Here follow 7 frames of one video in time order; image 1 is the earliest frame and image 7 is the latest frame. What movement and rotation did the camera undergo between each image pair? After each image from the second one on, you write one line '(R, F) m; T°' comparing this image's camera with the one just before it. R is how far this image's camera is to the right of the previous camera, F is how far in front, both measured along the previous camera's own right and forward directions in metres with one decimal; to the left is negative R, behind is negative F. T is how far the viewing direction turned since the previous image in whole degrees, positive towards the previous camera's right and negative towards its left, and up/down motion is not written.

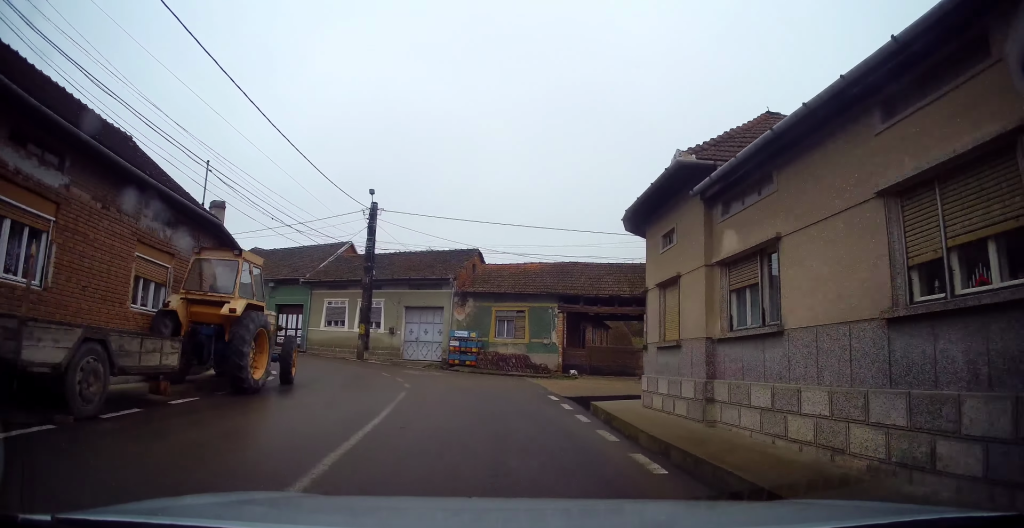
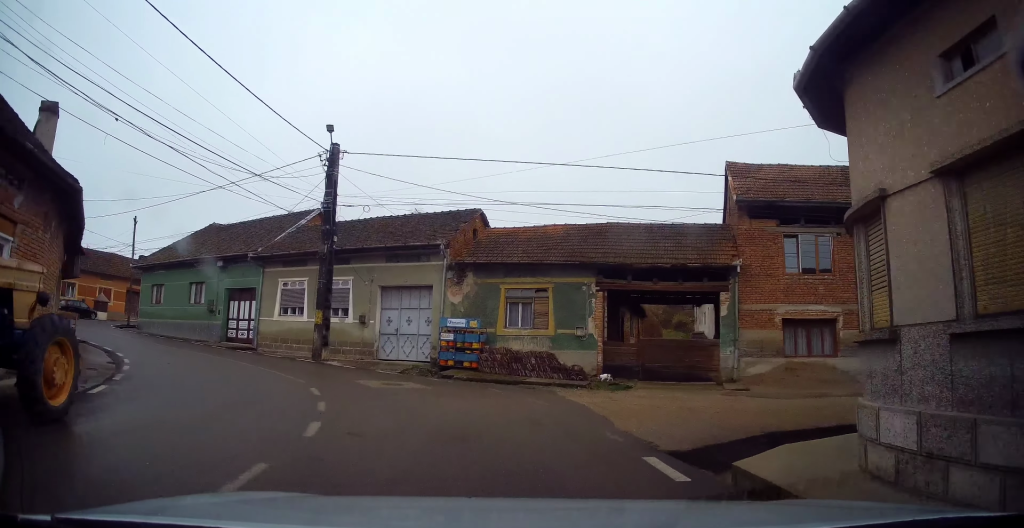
(0.0, +8.3) m; -4°
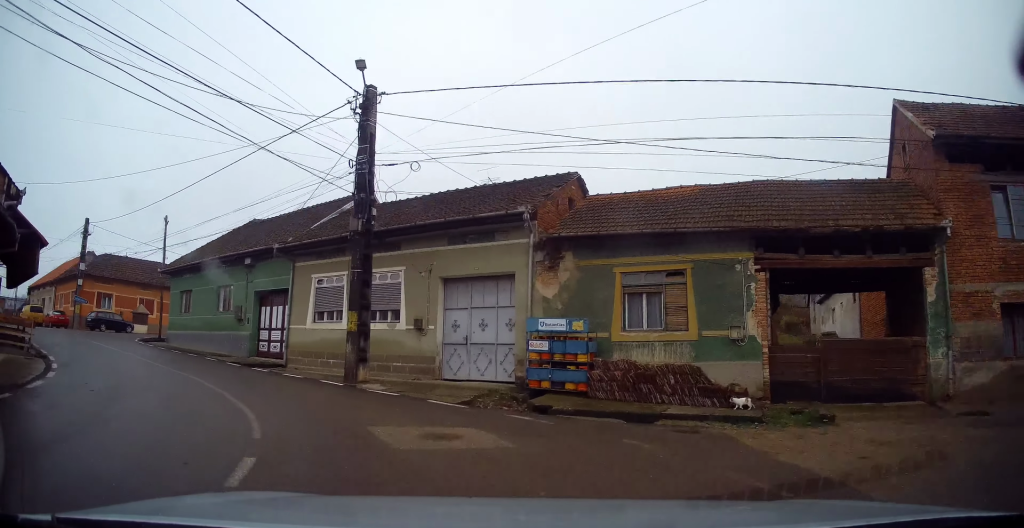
(-0.4, +6.8) m; -10°
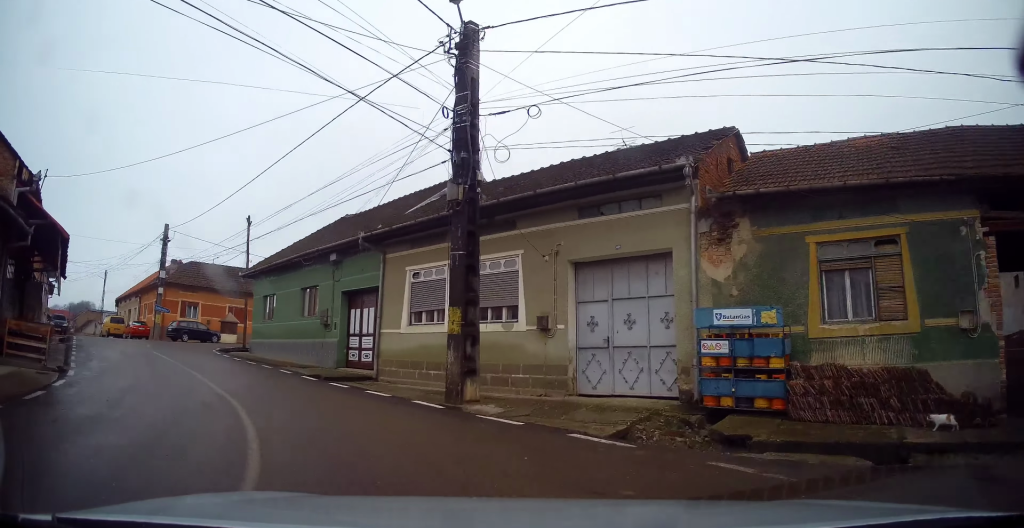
(+0.1, +4.3) m; -10°
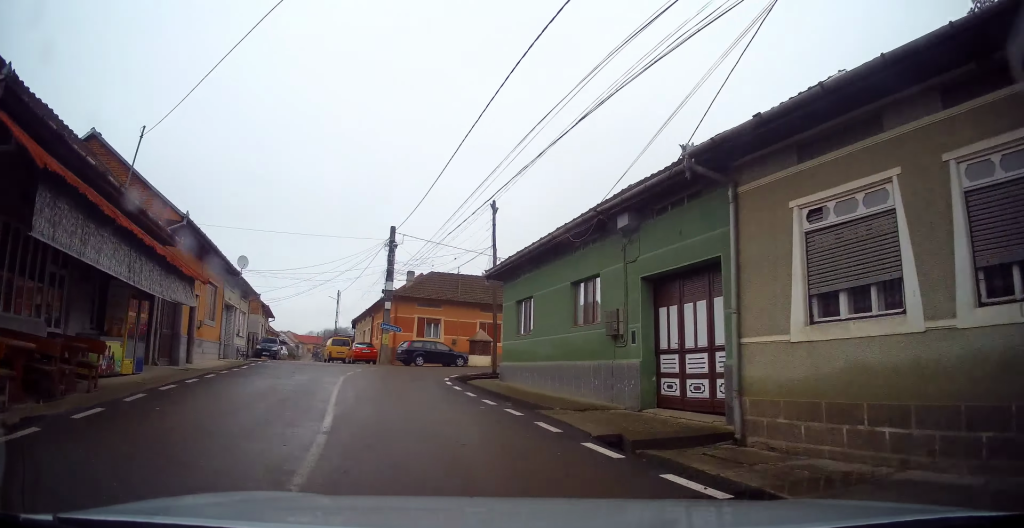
(-2.7, +8.8) m; -29°
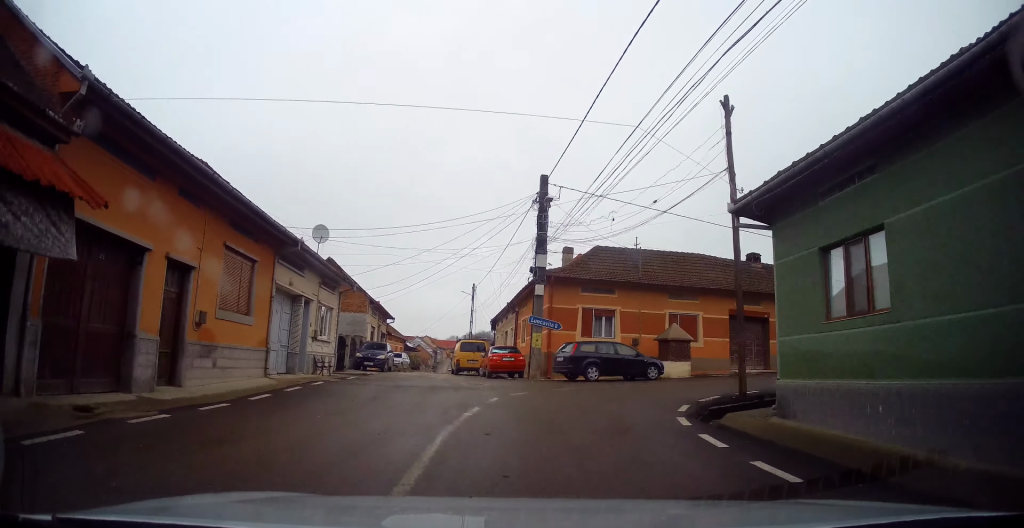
(-2.0, +10.0) m; -12°
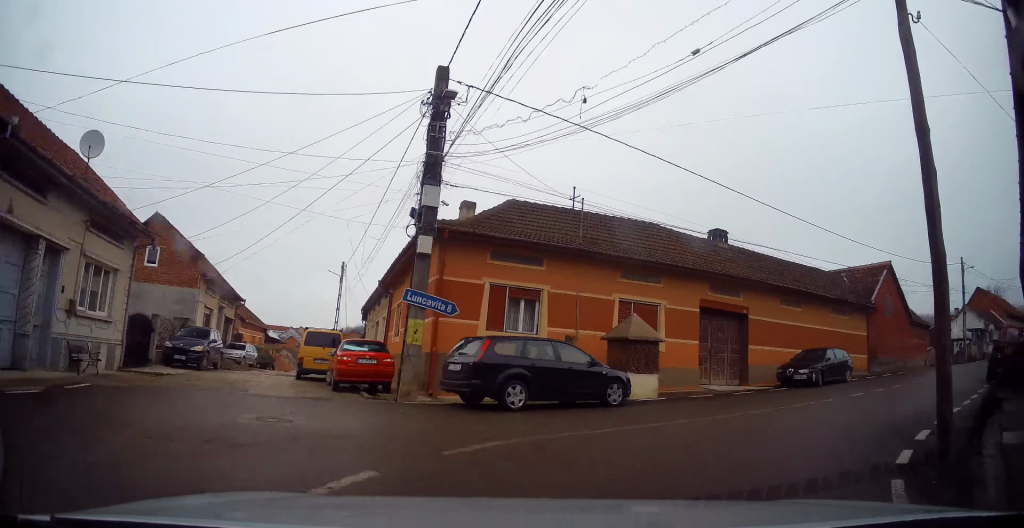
(+1.1, +8.6) m; +20°
